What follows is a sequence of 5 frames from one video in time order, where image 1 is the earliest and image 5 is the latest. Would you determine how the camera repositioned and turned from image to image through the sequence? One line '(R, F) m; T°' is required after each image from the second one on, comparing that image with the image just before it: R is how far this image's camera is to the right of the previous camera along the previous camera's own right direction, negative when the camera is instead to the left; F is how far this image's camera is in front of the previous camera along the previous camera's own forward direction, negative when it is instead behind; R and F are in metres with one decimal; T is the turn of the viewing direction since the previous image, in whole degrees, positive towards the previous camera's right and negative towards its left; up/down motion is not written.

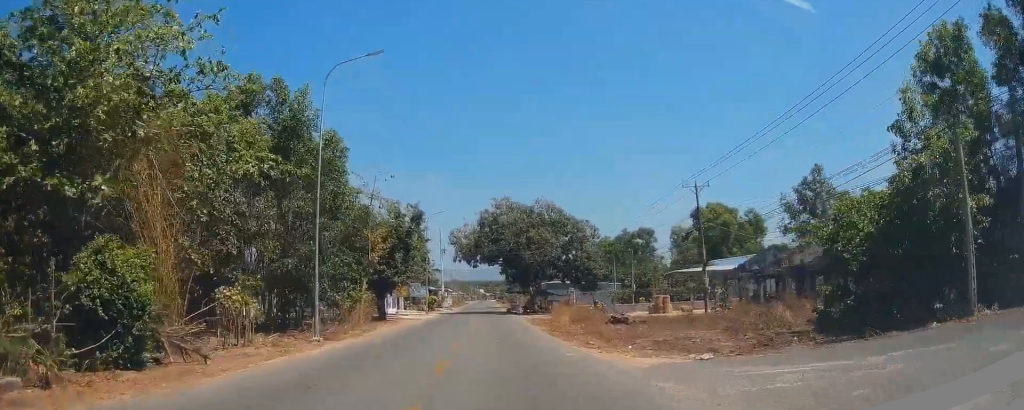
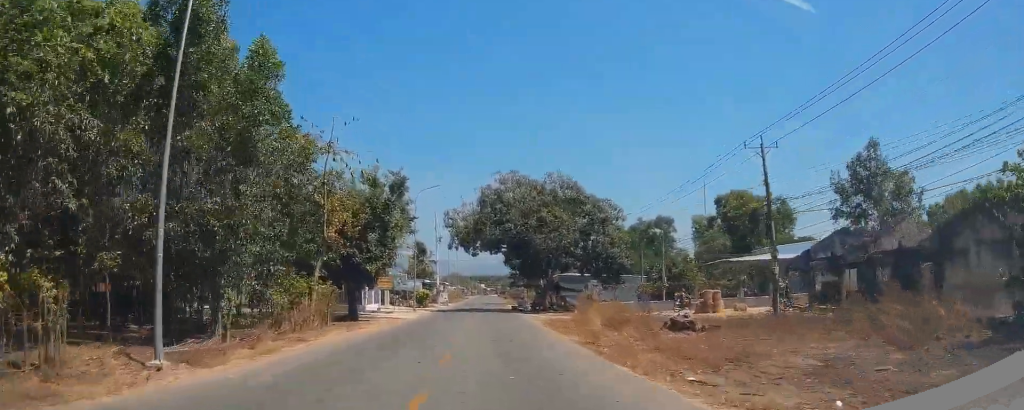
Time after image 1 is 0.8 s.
(+0.4, +11.6) m; 0°
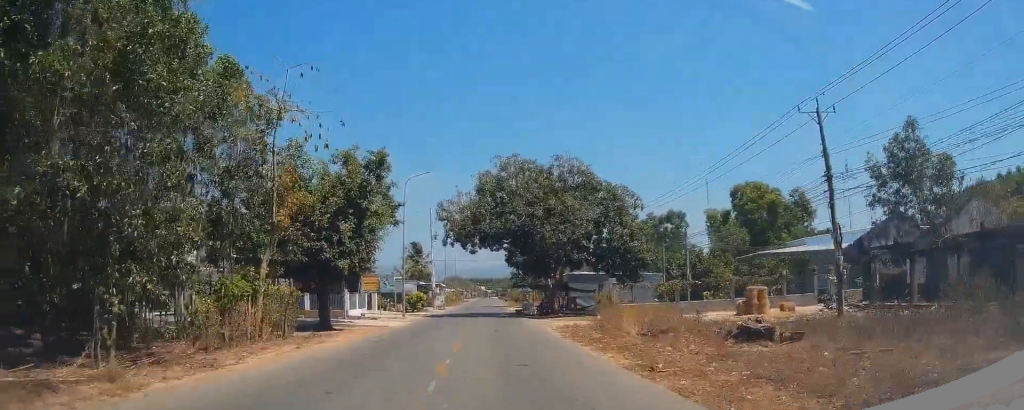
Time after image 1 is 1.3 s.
(-0.3, +7.0) m; -1°
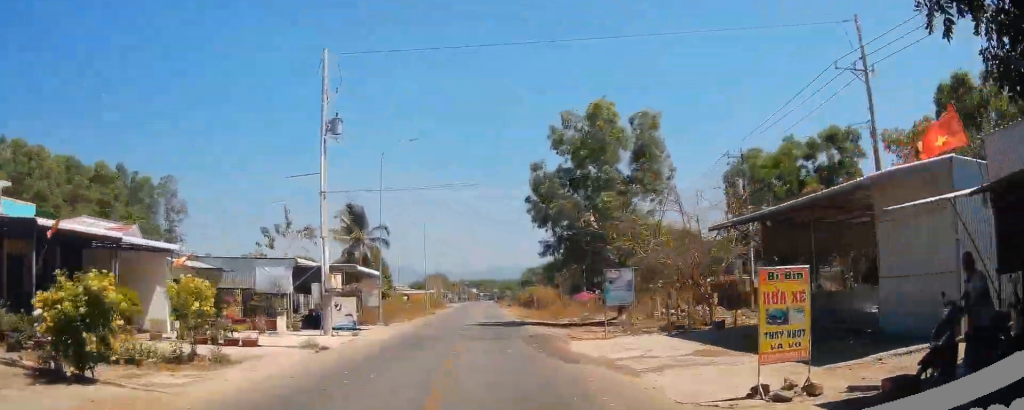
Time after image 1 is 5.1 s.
(-0.3, +53.2) m; 0°
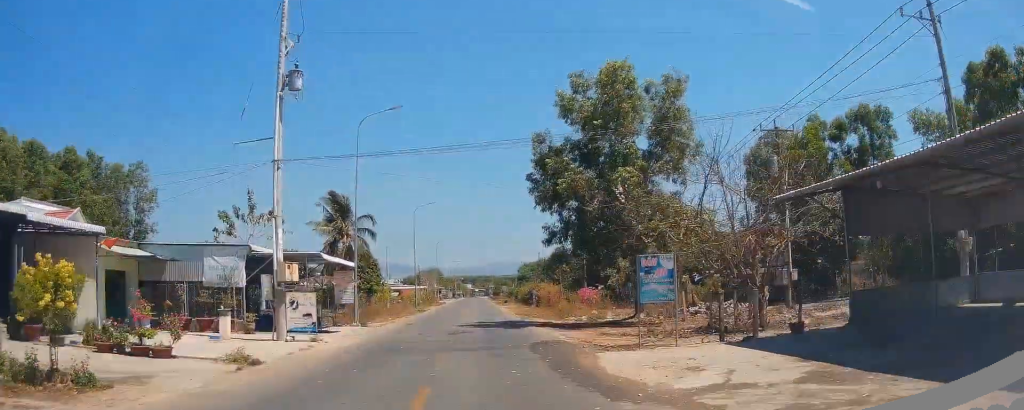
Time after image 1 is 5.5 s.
(-0.1, +5.7) m; -1°
